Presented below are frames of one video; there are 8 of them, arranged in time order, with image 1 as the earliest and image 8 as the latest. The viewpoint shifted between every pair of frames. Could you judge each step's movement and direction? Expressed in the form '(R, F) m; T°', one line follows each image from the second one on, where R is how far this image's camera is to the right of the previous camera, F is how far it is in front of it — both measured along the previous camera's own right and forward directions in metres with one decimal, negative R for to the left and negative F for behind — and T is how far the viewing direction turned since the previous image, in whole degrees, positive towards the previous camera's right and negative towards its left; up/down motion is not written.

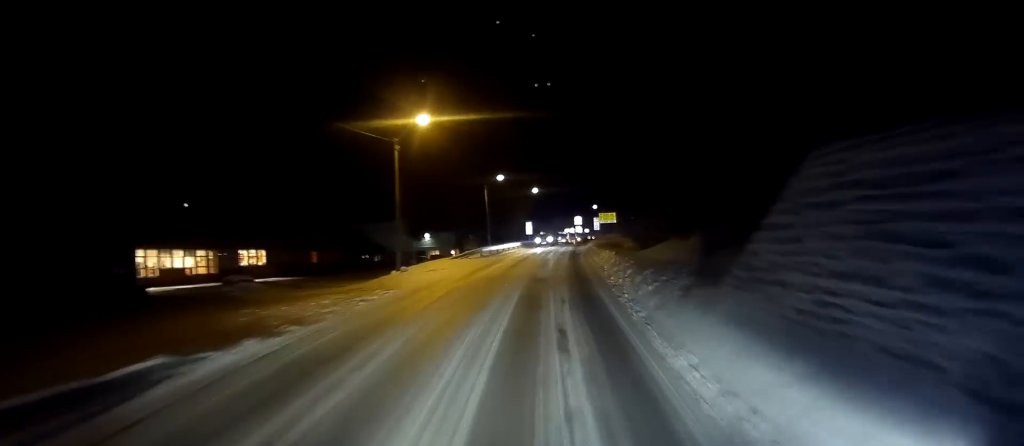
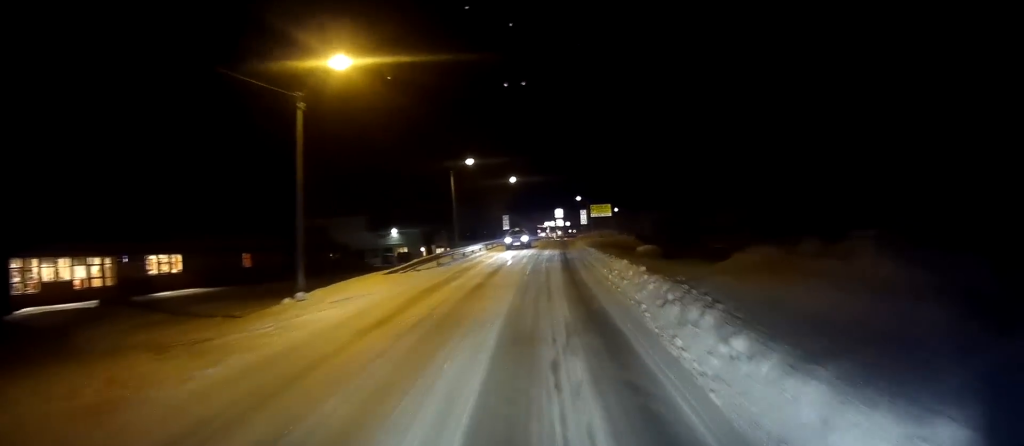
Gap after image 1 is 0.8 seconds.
(+0.2, +10.8) m; +1°
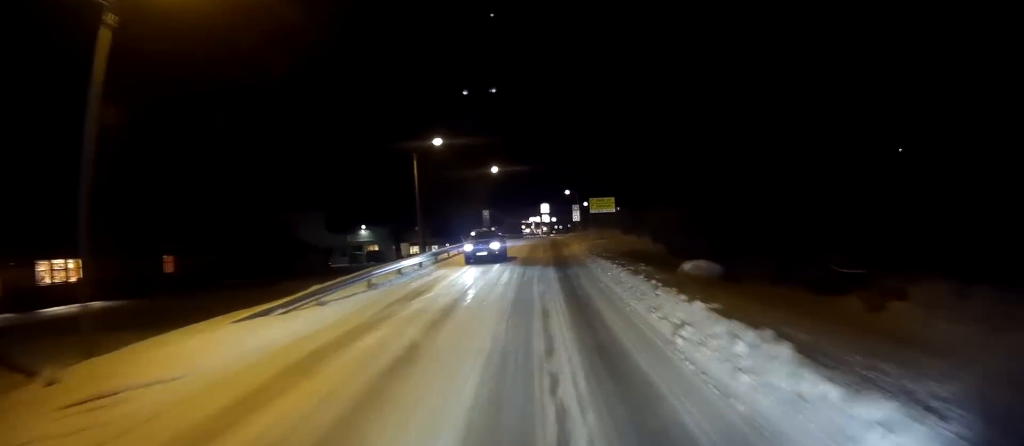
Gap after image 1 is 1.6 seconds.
(+0.1, +10.3) m; 0°
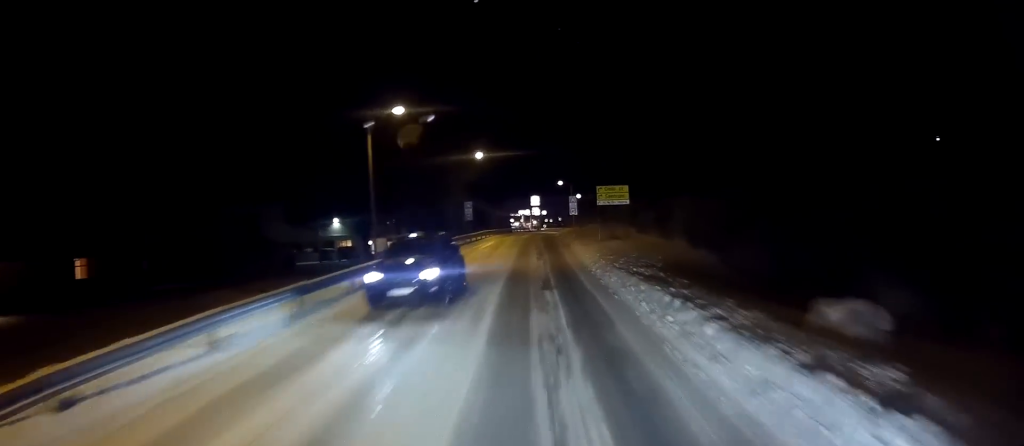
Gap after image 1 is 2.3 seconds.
(0.0, +9.4) m; 0°
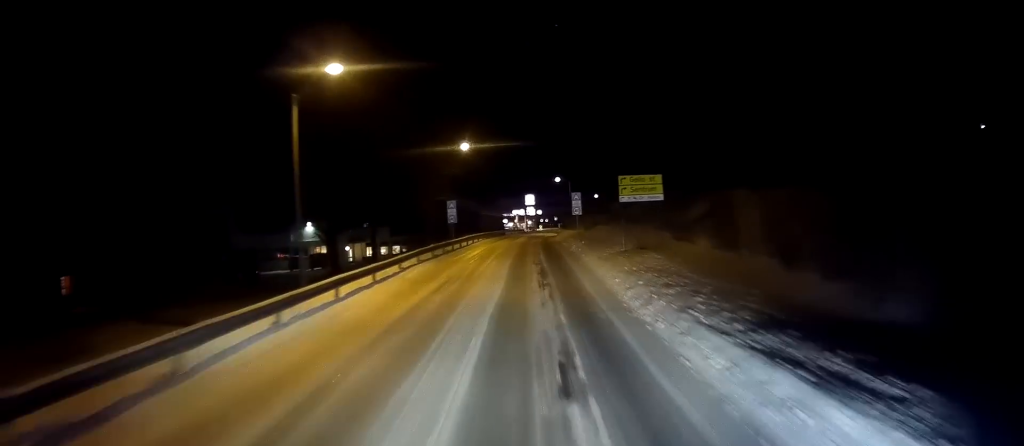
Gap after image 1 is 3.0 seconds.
(0.0, +9.2) m; 0°
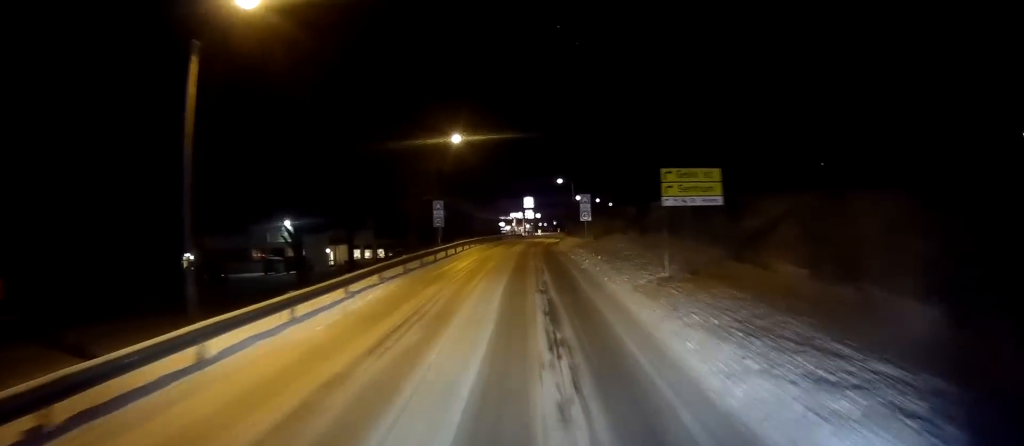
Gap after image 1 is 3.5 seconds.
(0.0, +6.9) m; 0°
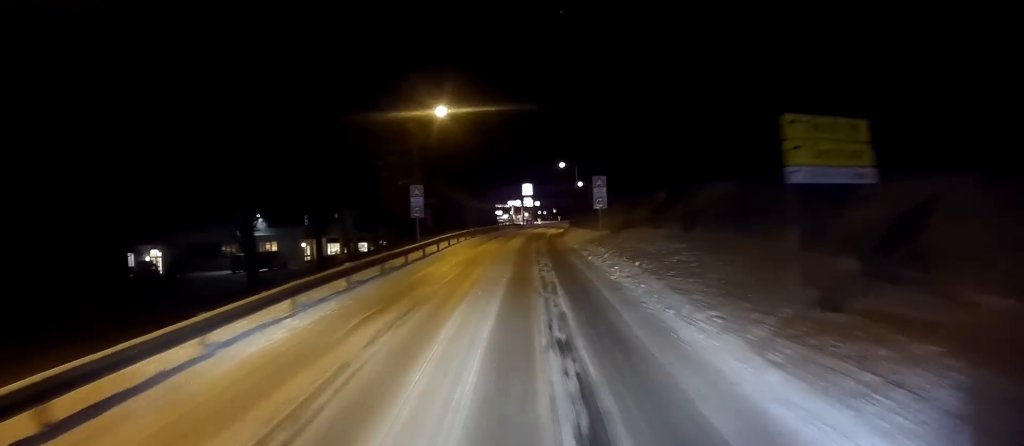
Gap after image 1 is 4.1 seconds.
(-0.1, +7.7) m; 0°
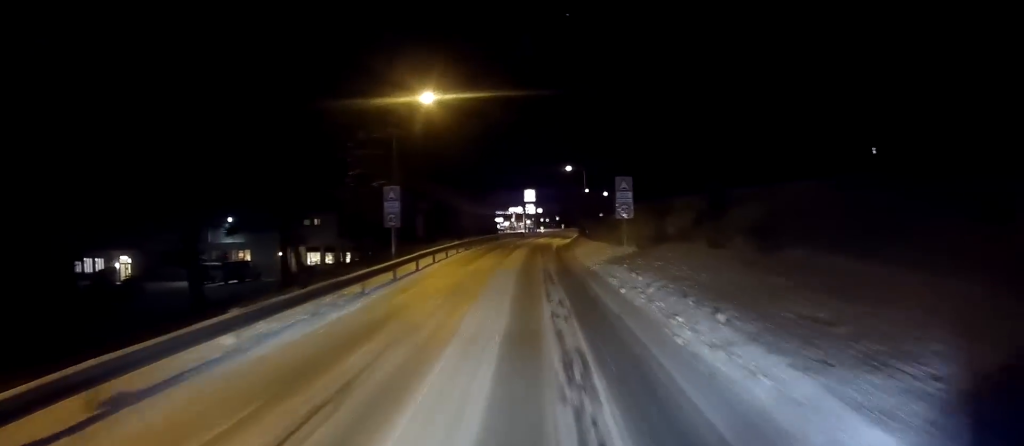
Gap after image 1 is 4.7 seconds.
(+0.1, +7.2) m; +1°
